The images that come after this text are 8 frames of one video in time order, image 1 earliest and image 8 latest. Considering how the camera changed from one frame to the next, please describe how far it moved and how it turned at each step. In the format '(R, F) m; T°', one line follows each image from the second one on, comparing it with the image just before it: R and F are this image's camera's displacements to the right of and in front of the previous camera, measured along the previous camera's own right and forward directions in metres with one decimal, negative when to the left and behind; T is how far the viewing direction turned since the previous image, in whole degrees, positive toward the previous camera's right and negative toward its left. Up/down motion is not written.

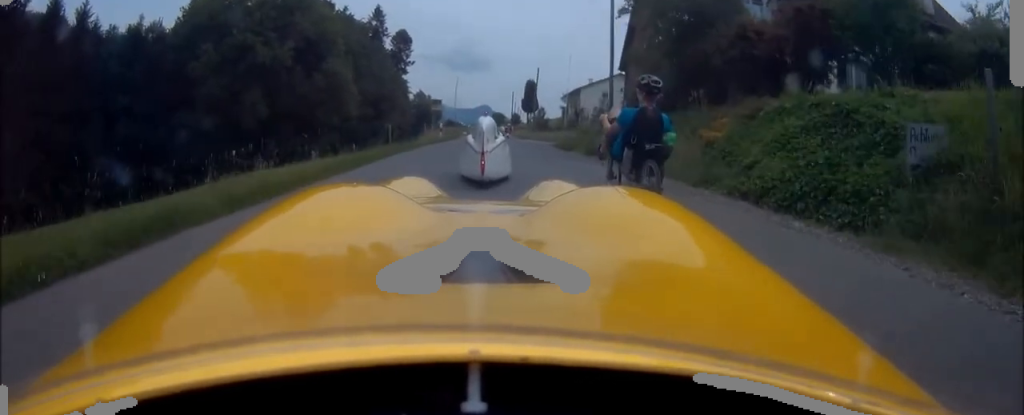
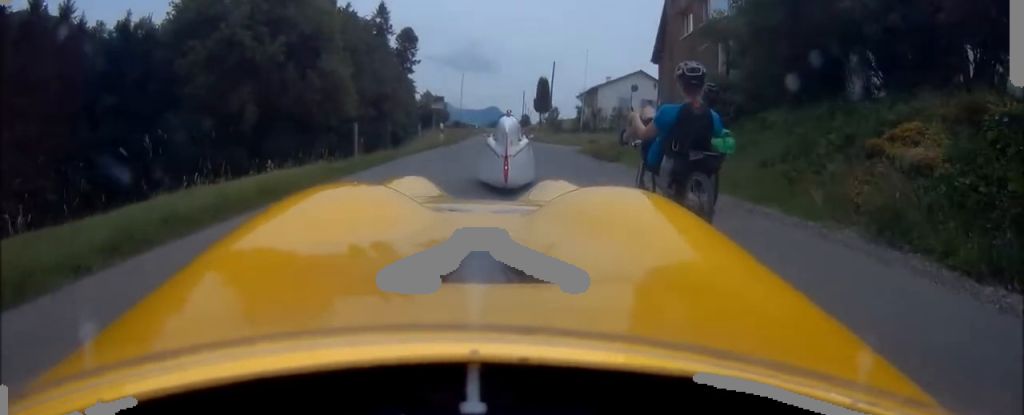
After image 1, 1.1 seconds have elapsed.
(+0.2, +5.8) m; +2°
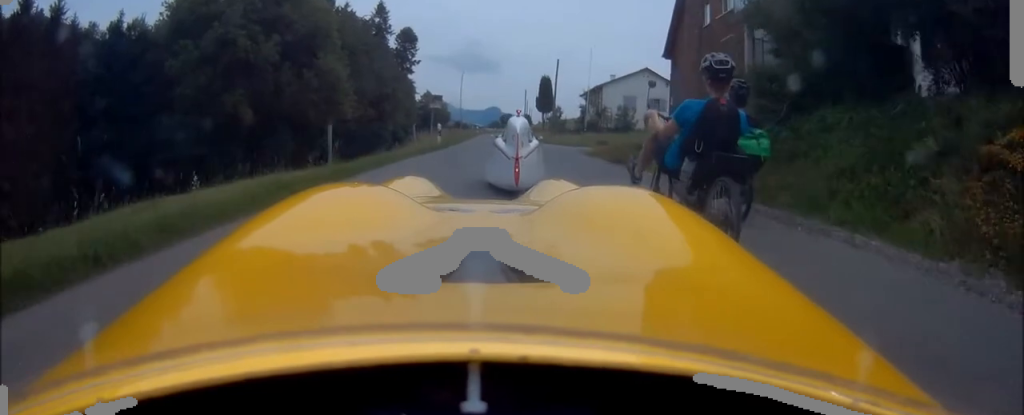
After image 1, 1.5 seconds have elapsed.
(0.0, +2.1) m; 0°
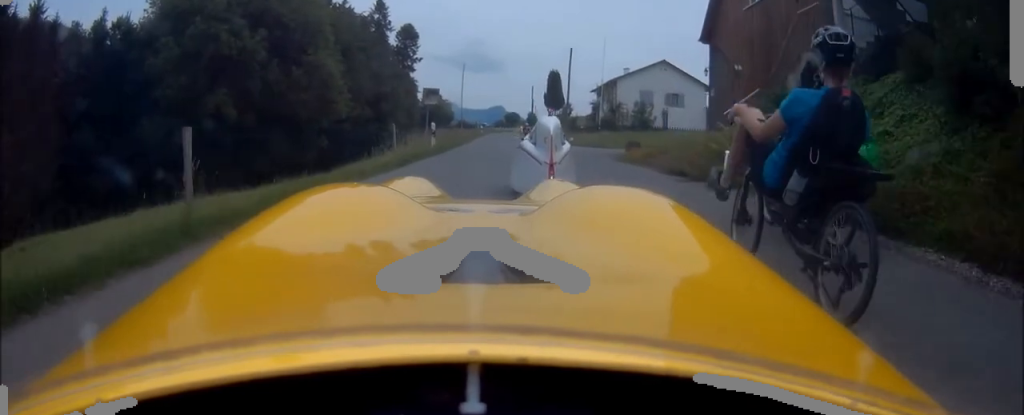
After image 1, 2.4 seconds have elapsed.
(0.0, +5.1) m; 0°
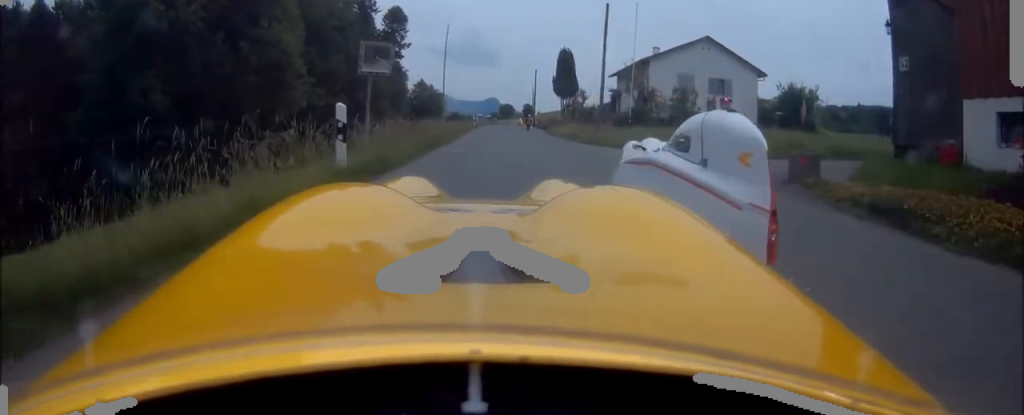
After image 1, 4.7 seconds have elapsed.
(-1.0, +12.5) m; -3°
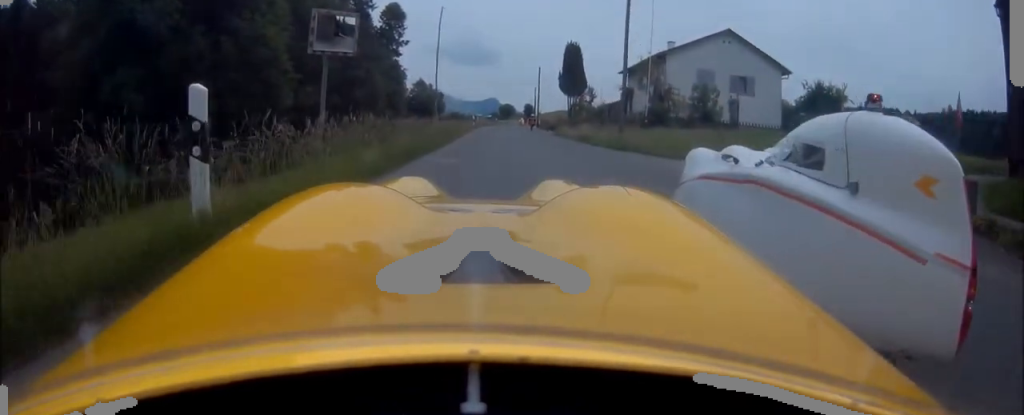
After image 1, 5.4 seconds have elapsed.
(+0.3, +3.8) m; +4°
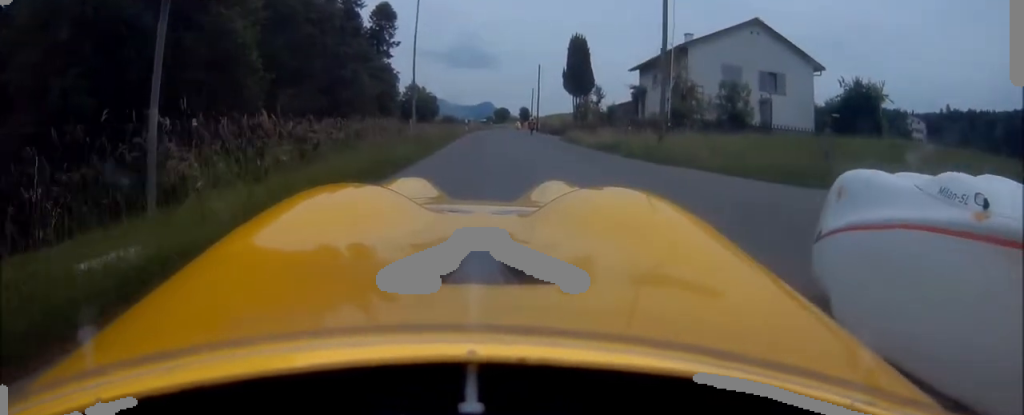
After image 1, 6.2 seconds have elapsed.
(0.0, +5.3) m; -6°
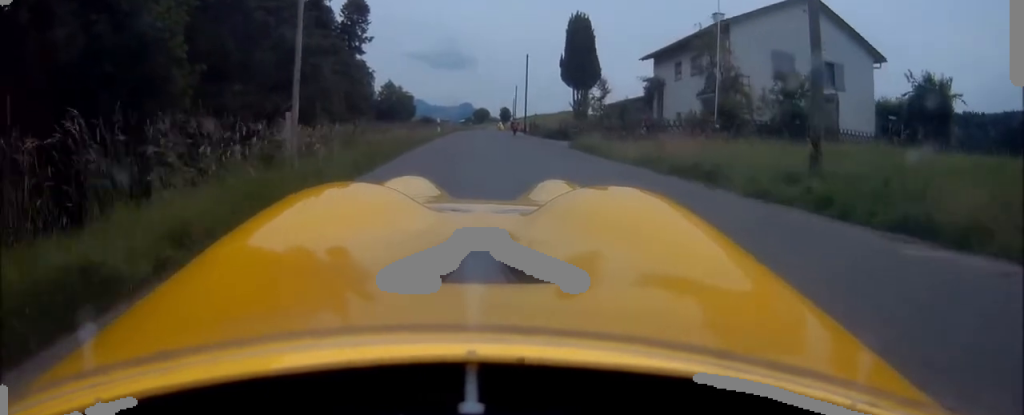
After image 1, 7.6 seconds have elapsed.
(-0.9, +8.5) m; -5°
